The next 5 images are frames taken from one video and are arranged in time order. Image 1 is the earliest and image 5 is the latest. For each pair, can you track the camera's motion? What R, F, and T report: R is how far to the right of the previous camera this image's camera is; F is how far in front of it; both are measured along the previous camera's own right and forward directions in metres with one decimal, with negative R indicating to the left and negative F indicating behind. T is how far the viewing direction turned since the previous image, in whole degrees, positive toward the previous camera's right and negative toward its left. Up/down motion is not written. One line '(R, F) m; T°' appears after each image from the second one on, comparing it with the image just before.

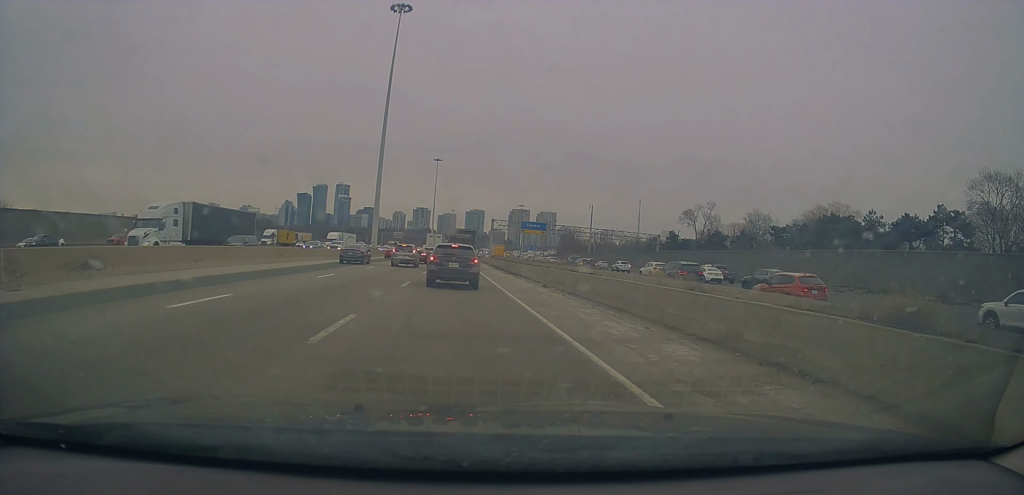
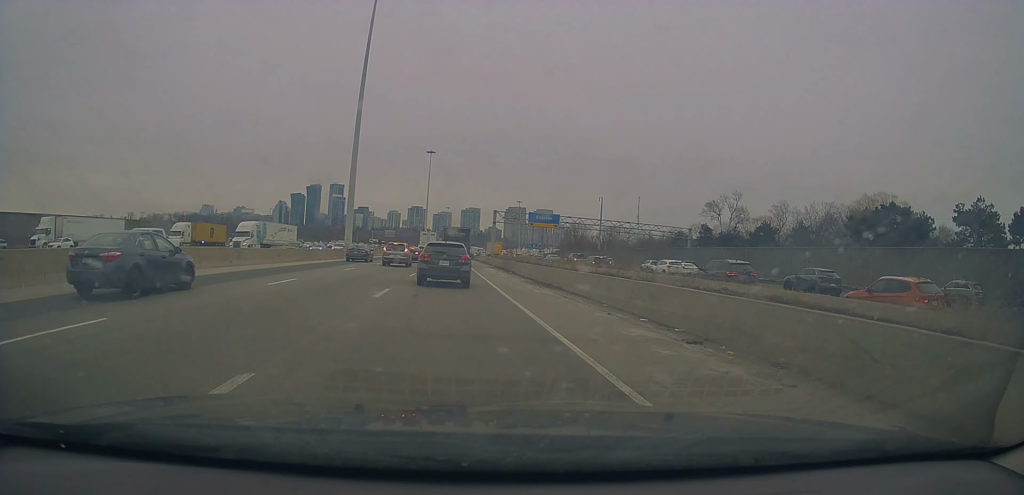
(-0.3, +18.8) m; -1°
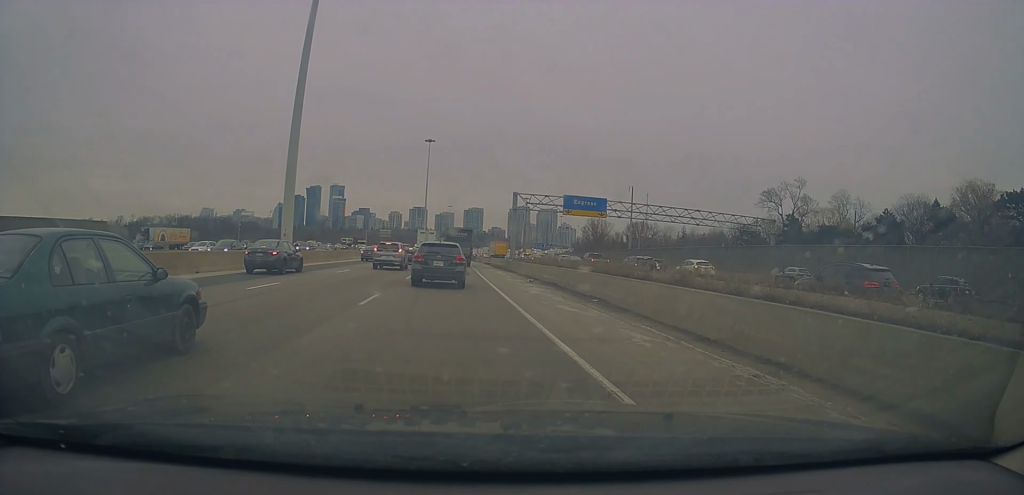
(-0.4, +27.6) m; -1°
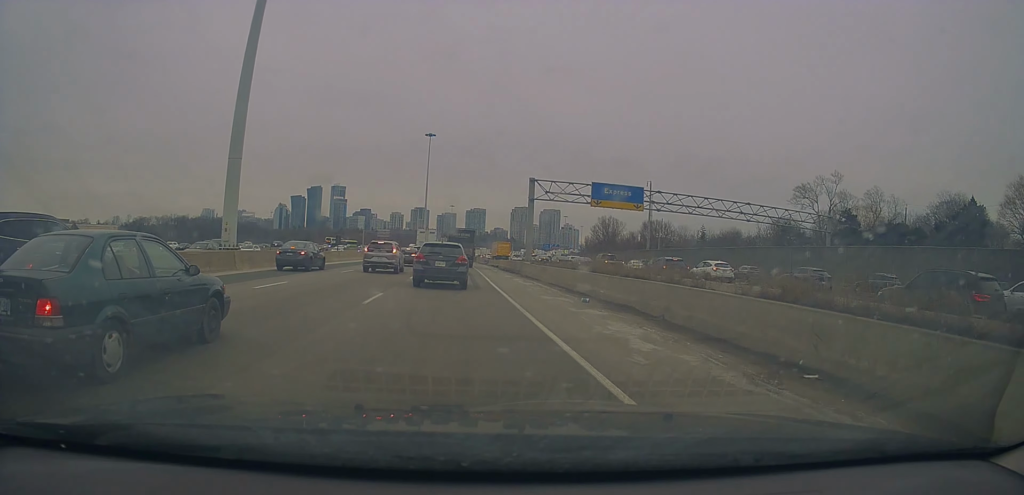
(+0.3, +12.2) m; 0°
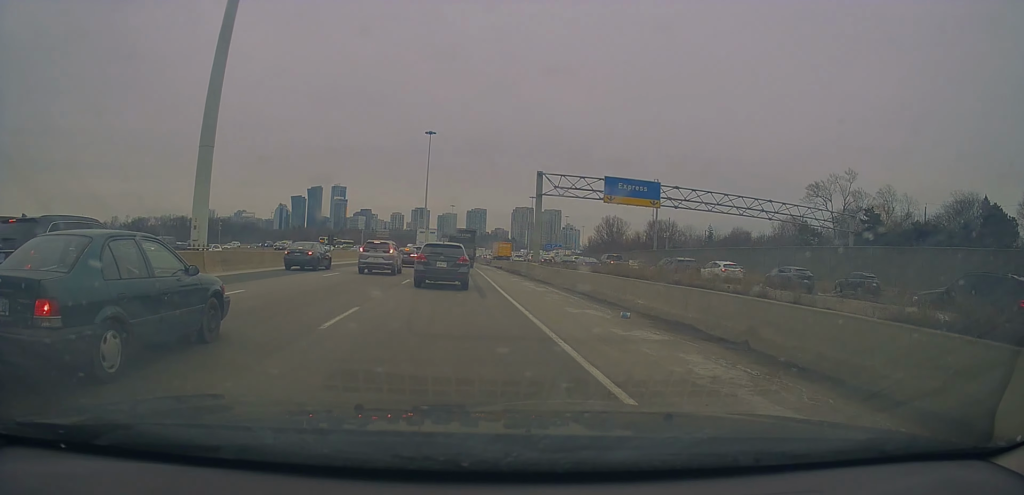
(-0.1, +4.2) m; -1°
